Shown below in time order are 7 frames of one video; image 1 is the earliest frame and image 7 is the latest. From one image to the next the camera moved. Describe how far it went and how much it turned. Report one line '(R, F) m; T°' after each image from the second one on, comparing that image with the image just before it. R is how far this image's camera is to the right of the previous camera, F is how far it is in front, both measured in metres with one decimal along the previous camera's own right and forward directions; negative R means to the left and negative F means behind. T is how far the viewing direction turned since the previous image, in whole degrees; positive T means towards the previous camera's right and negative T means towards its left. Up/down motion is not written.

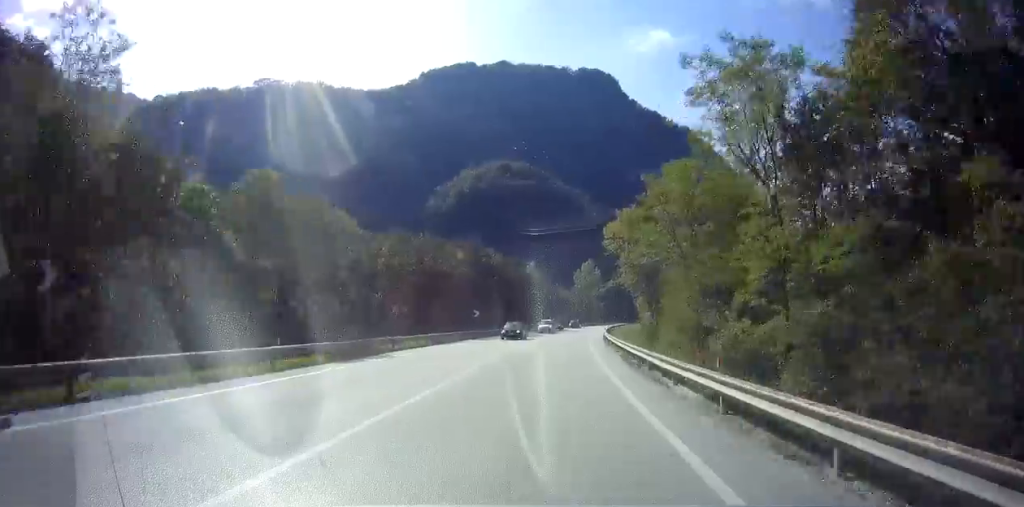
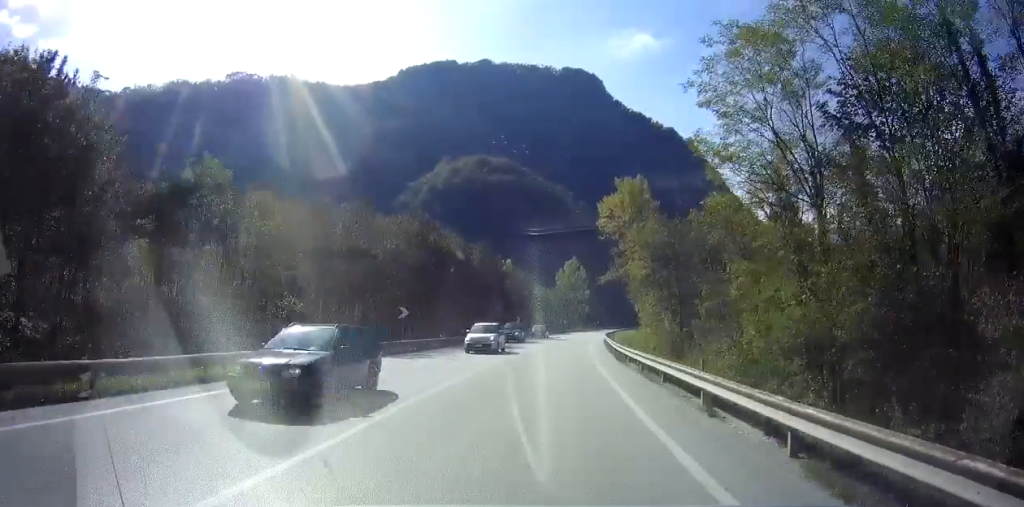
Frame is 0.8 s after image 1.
(+0.1, +17.9) m; +2°
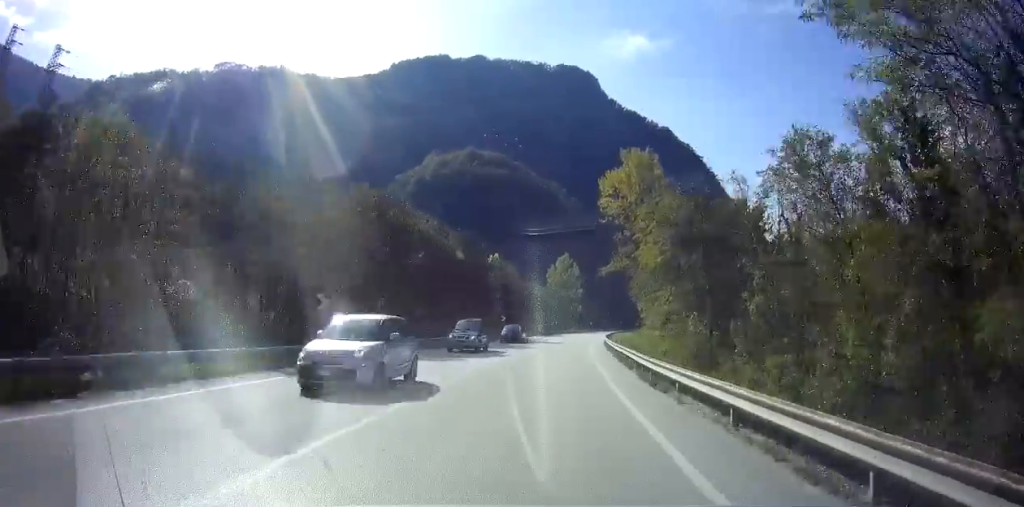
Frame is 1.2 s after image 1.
(+0.2, +9.3) m; +1°
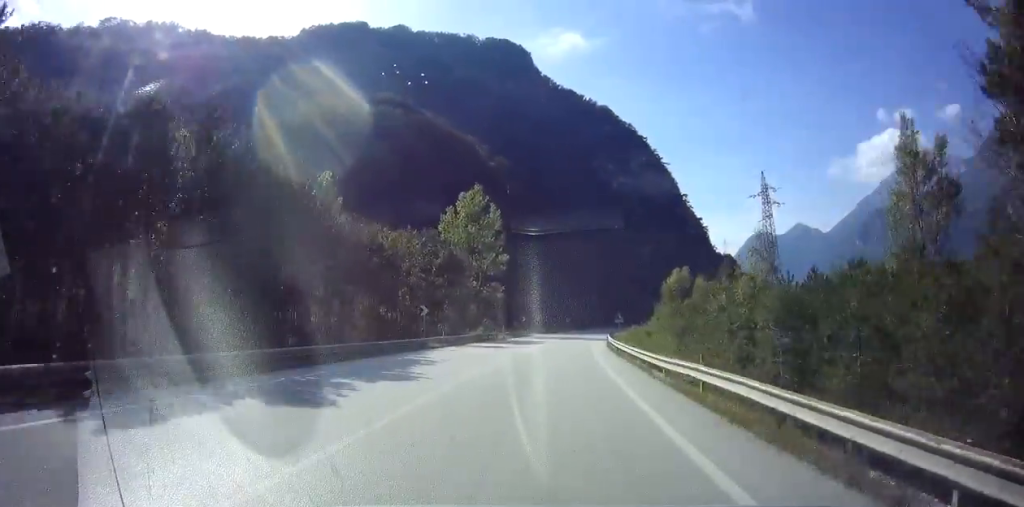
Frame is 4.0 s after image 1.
(+6.0, +65.2) m; +9°
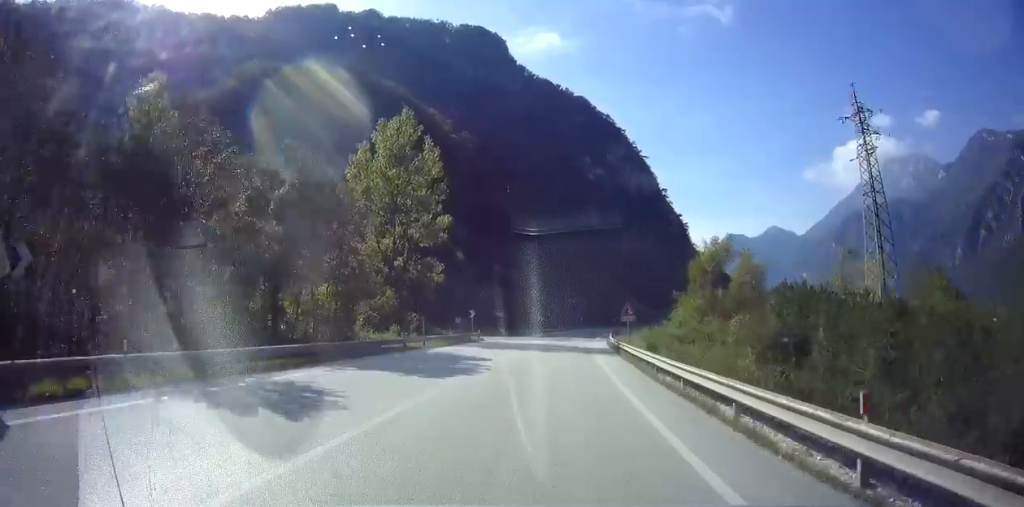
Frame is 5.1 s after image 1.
(0.0, +25.4) m; +1°
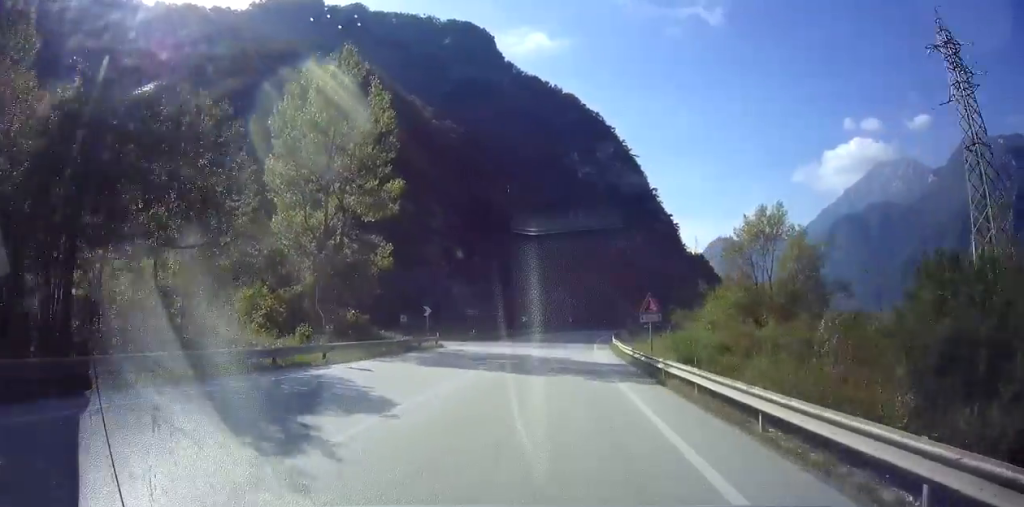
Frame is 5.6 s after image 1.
(-0.2, +12.3) m; +1°
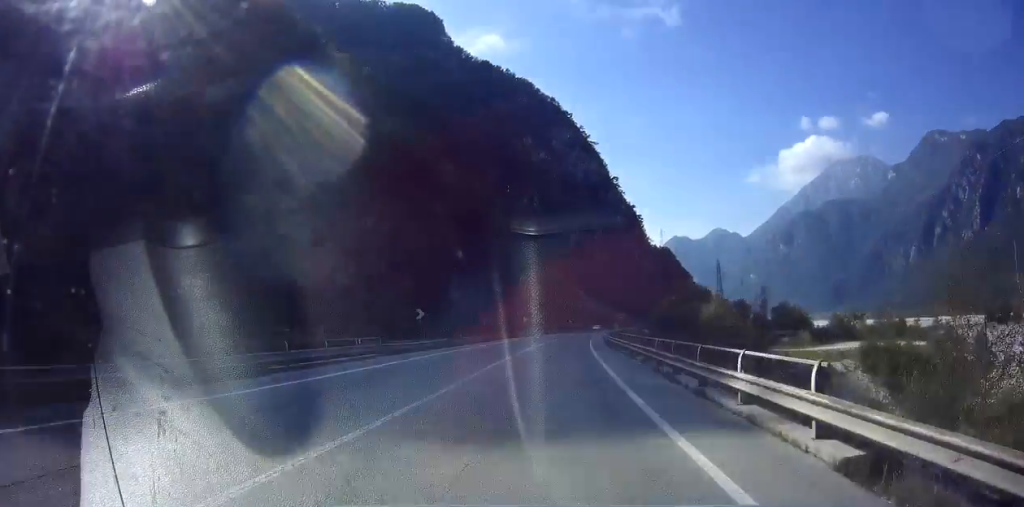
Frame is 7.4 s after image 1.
(+2.6, +39.7) m; +6°
